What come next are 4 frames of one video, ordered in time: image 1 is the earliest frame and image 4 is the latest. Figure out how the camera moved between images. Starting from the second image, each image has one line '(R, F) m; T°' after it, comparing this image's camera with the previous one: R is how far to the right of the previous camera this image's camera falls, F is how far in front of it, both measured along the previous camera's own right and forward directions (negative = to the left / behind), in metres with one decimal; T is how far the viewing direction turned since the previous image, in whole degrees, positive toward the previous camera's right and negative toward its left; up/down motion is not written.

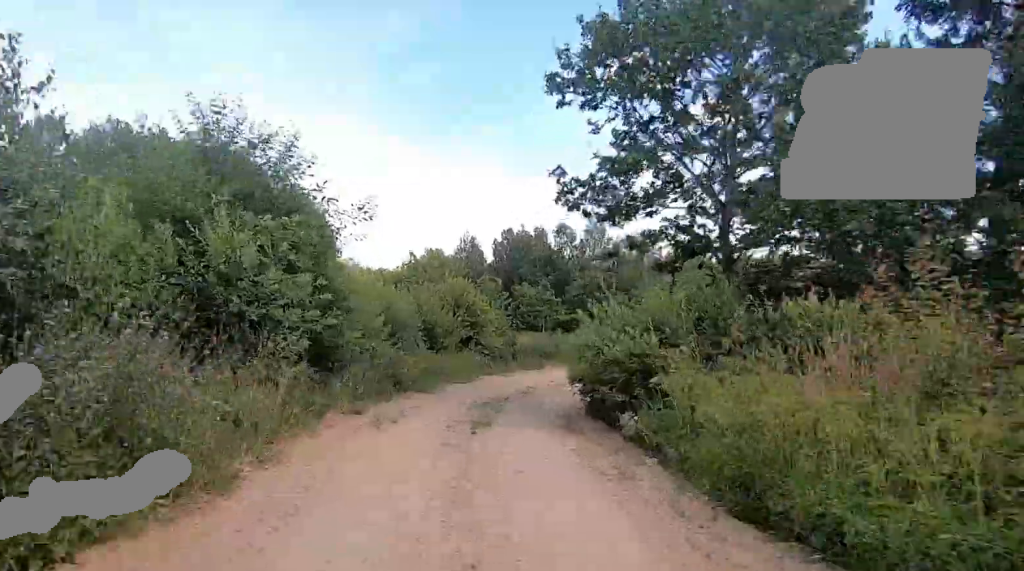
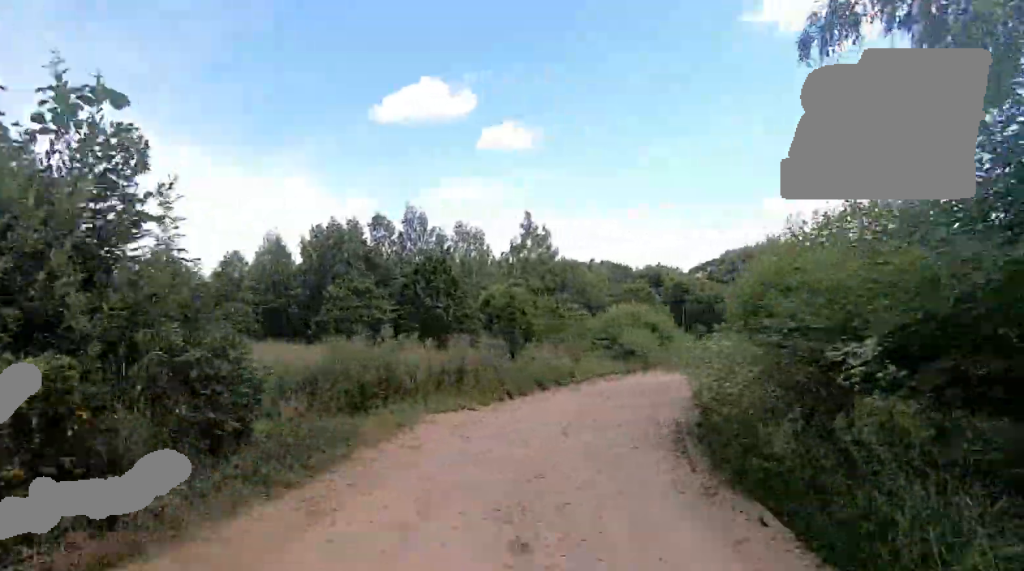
(+3.2, +23.8) m; +16°
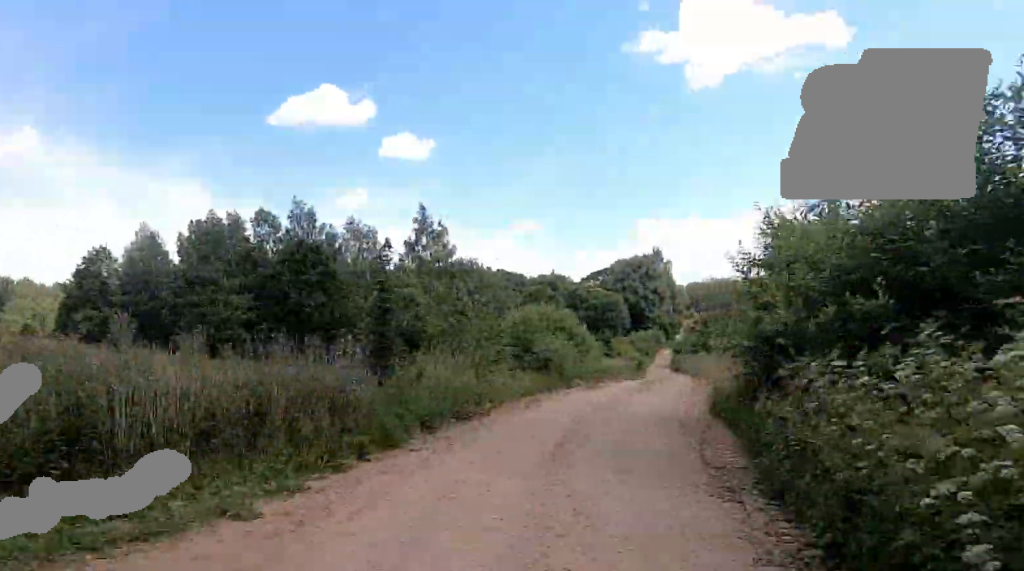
(-0.3, +8.2) m; +7°
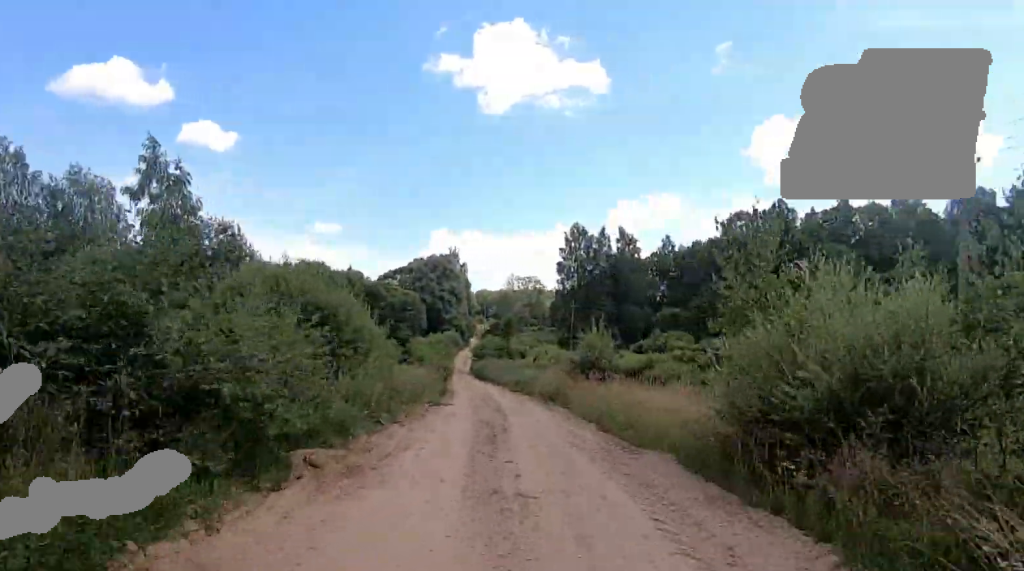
(+3.2, +15.9) m; +21°
